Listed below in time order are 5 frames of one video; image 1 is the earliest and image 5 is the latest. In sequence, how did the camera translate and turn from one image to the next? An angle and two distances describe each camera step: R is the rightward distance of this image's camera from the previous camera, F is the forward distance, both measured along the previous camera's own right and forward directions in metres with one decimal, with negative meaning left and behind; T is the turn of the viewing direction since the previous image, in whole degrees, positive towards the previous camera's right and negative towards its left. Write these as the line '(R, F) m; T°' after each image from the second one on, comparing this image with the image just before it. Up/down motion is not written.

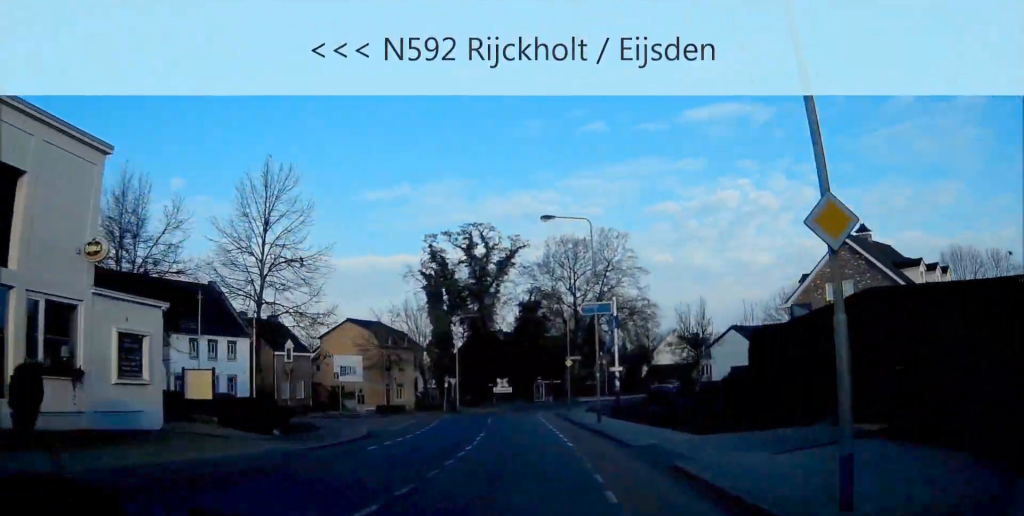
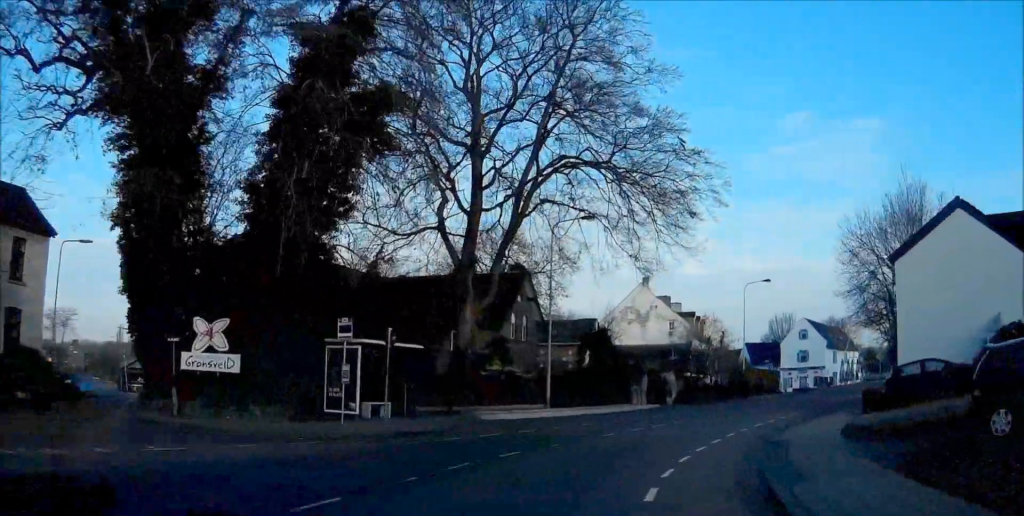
(+6.5, +57.8) m; +25°
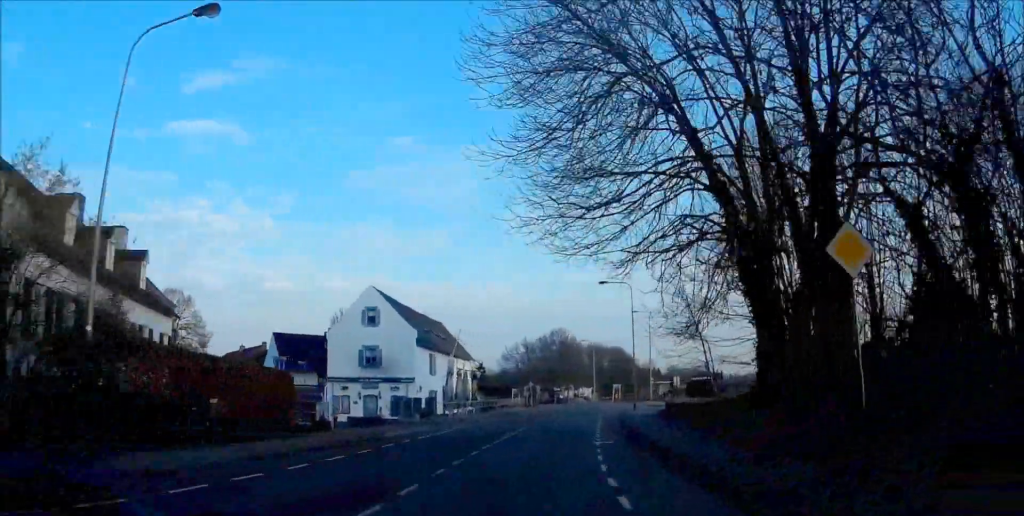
(+10.0, +40.1) m; +20°
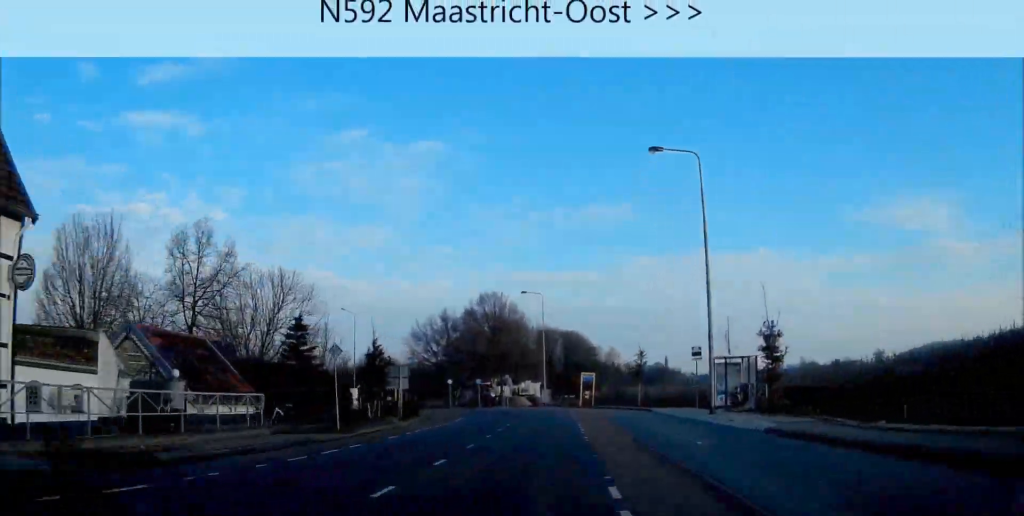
(+2.9, +53.6) m; +2°
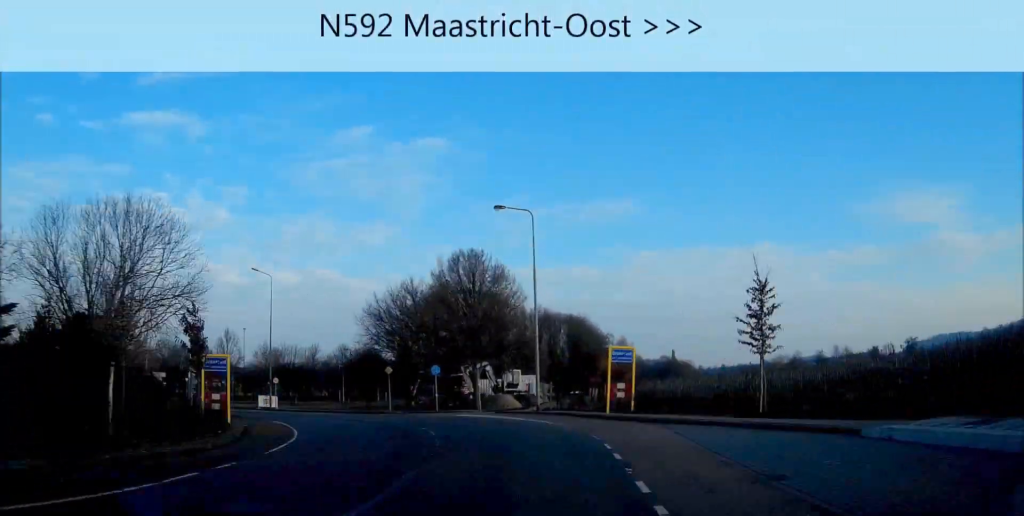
(-0.6, +29.2) m; -9°
